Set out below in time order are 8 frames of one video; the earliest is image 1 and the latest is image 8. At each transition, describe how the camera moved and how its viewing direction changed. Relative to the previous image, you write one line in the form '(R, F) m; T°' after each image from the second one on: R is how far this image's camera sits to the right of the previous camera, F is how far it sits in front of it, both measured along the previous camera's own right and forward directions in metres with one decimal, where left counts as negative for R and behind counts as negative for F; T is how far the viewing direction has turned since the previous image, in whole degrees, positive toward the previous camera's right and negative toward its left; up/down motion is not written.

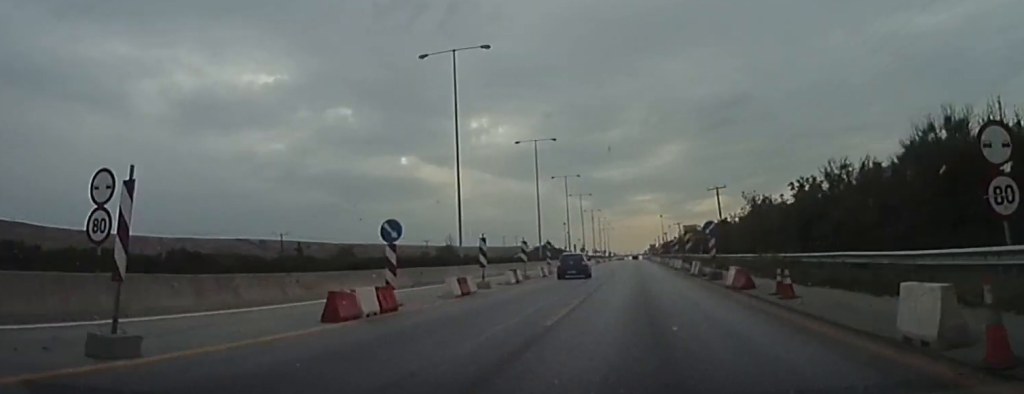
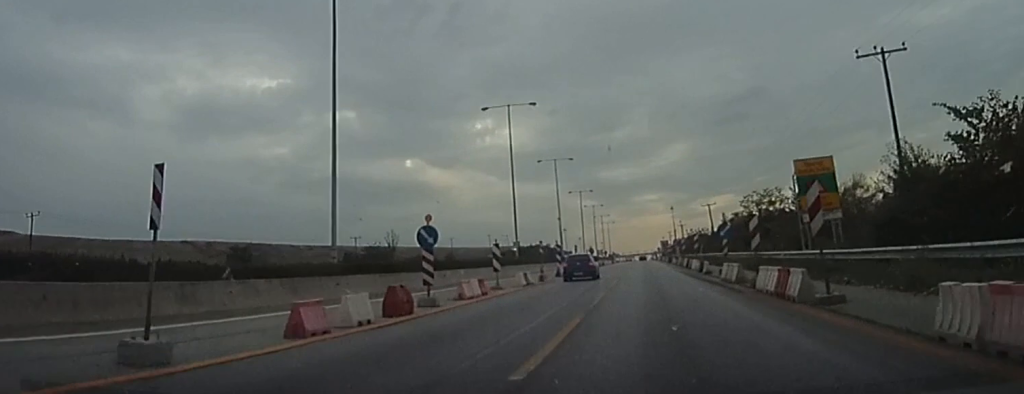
(0.0, +59.2) m; 0°
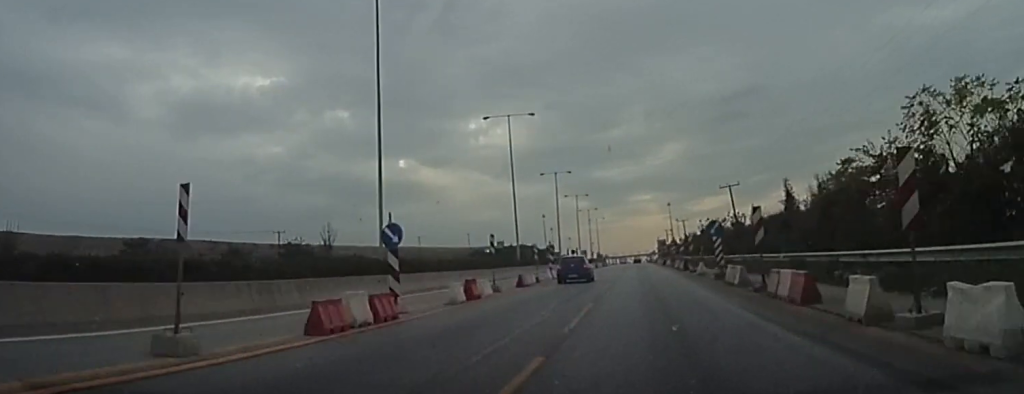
(0.0, +34.5) m; 0°
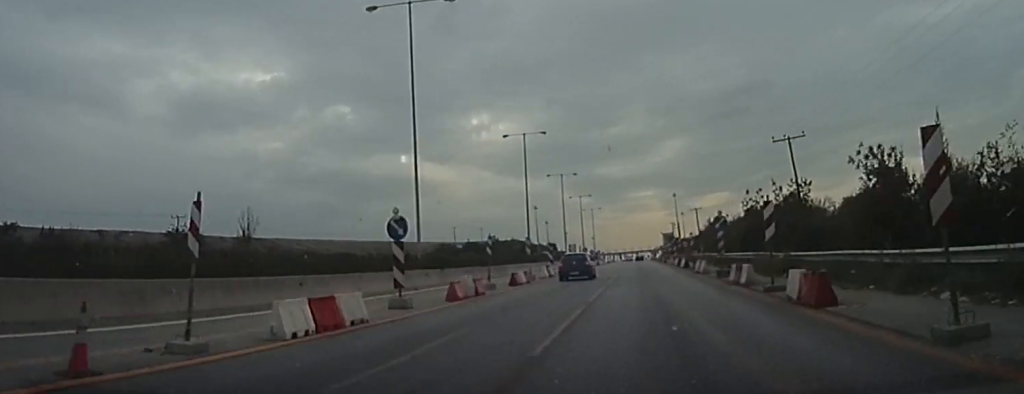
(0.0, +39.2) m; 0°
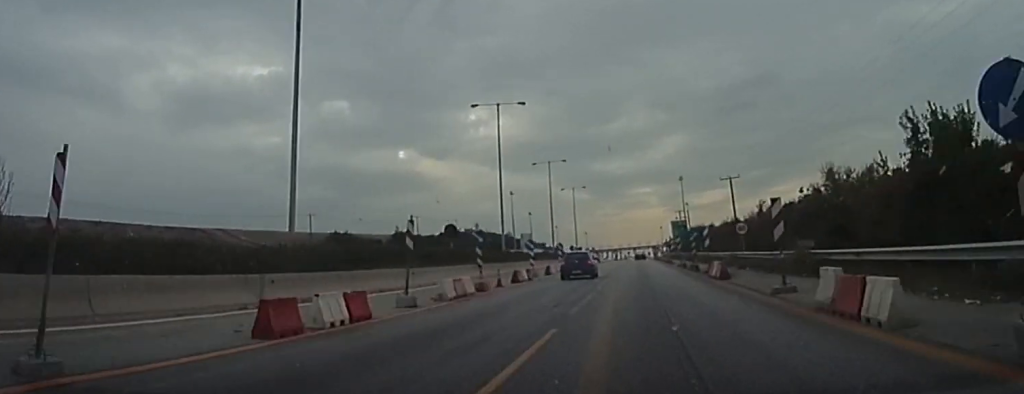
(0.0, +65.5) m; 0°
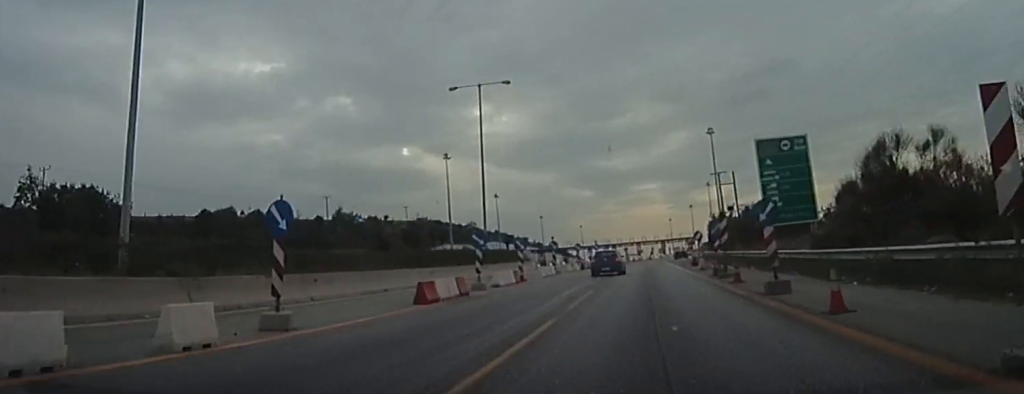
(-0.3, +106.1) m; +1°
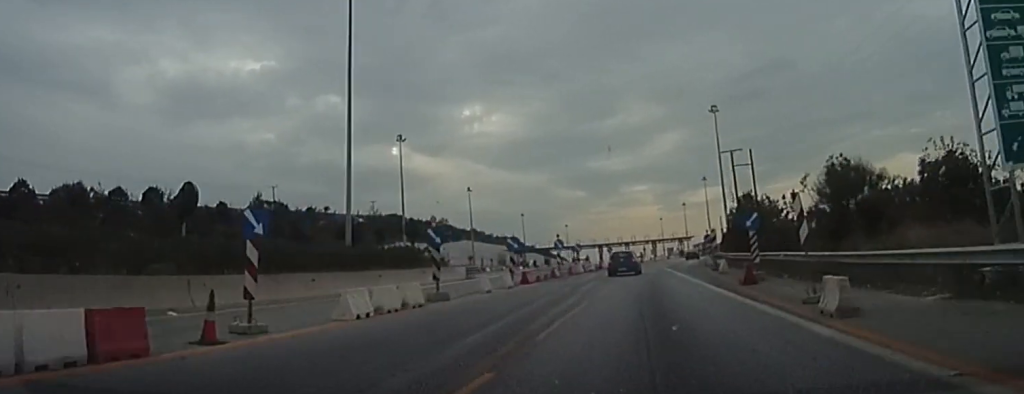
(+0.2, +29.4) m; +1°
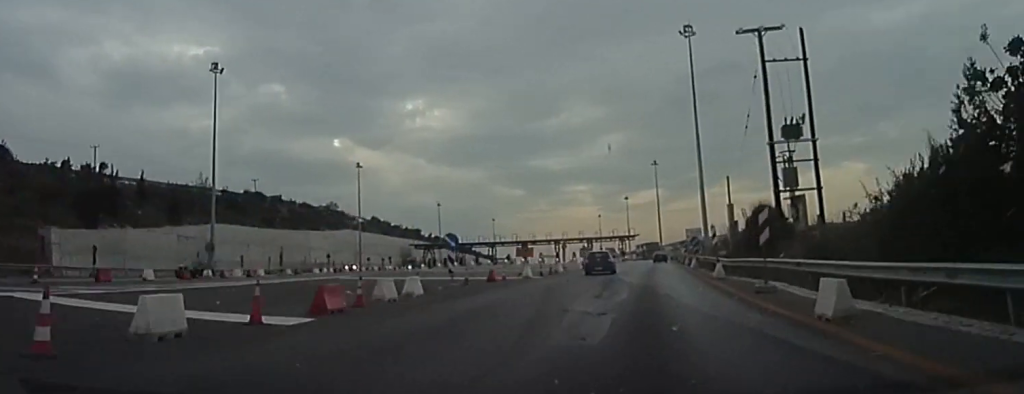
(+1.1, +48.5) m; +3°
